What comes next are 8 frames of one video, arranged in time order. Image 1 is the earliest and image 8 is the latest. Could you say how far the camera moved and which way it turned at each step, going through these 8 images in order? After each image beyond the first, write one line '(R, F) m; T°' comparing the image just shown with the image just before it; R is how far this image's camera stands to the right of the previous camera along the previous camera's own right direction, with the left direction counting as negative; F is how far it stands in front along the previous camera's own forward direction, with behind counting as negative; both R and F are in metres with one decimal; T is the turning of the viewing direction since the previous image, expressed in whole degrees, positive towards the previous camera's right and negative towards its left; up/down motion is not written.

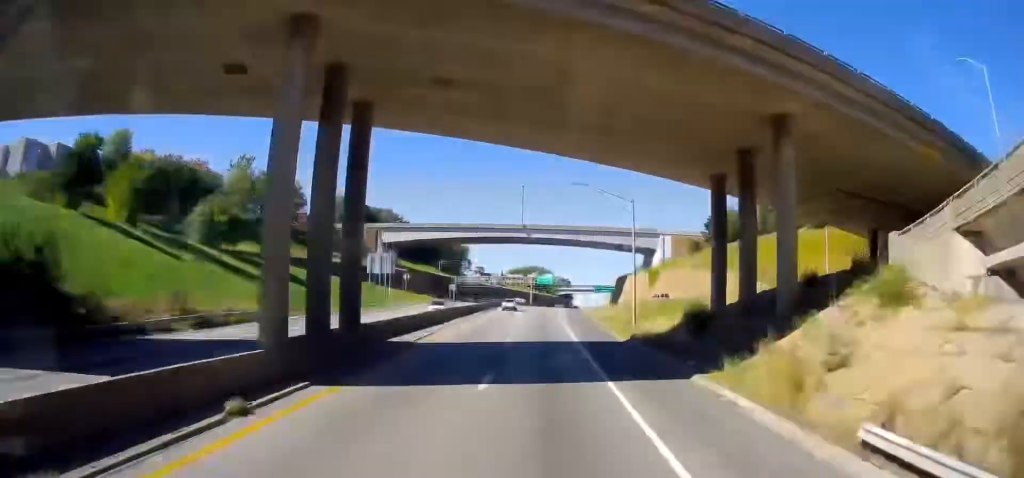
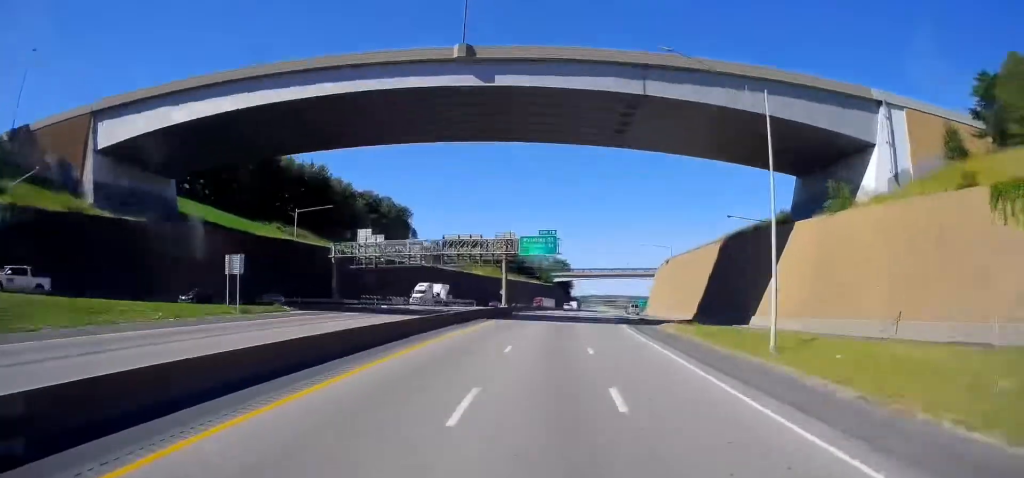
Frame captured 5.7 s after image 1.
(+2.2, +113.5) m; +3°
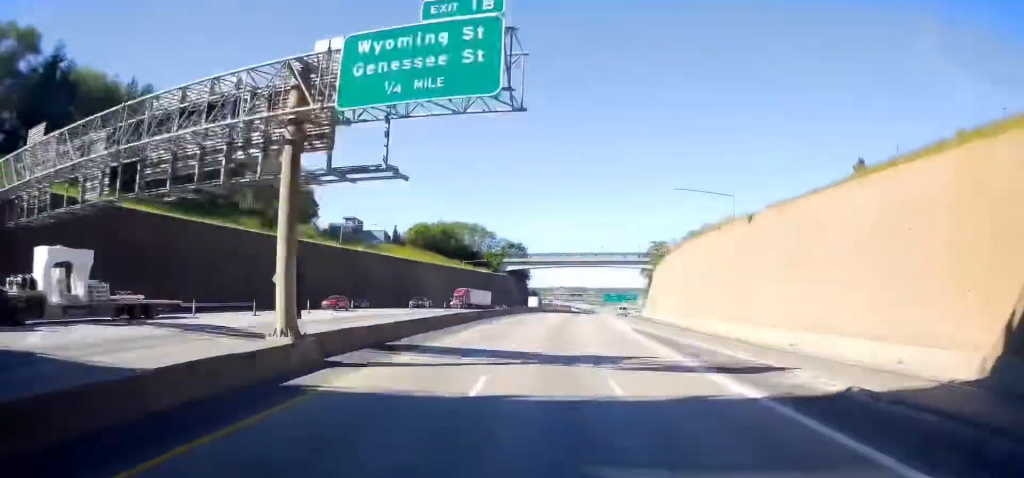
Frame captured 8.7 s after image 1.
(+1.5, +60.1) m; +4°
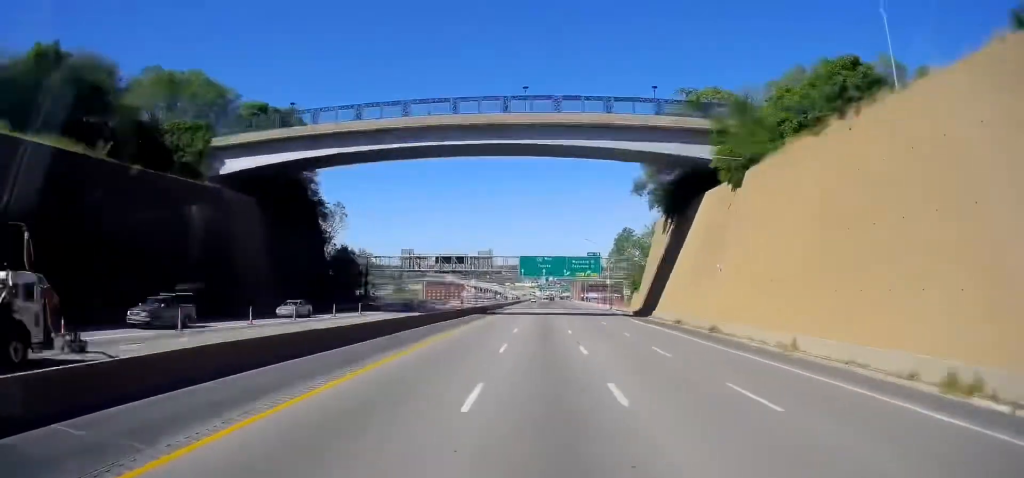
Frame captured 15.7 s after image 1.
(+14.0, +151.0) m; +9°
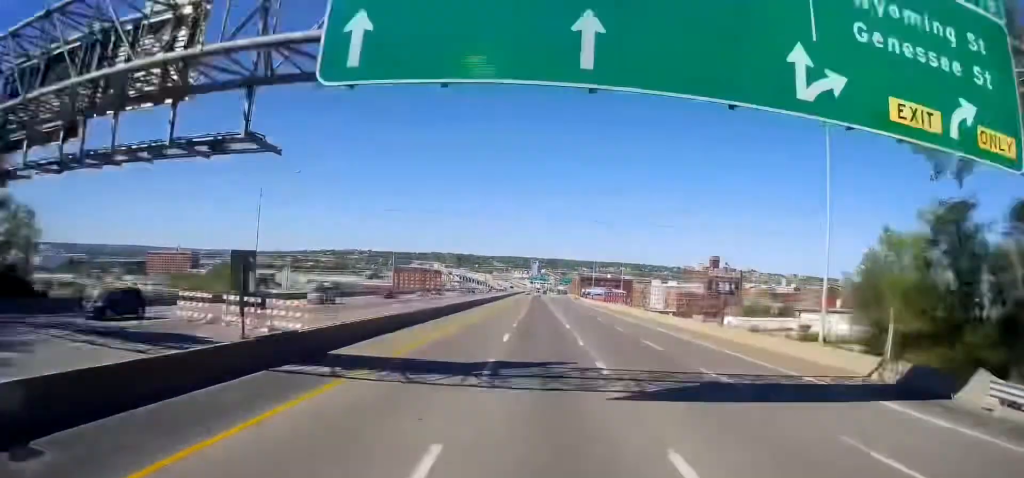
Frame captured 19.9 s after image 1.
(+2.2, +95.5) m; +1°
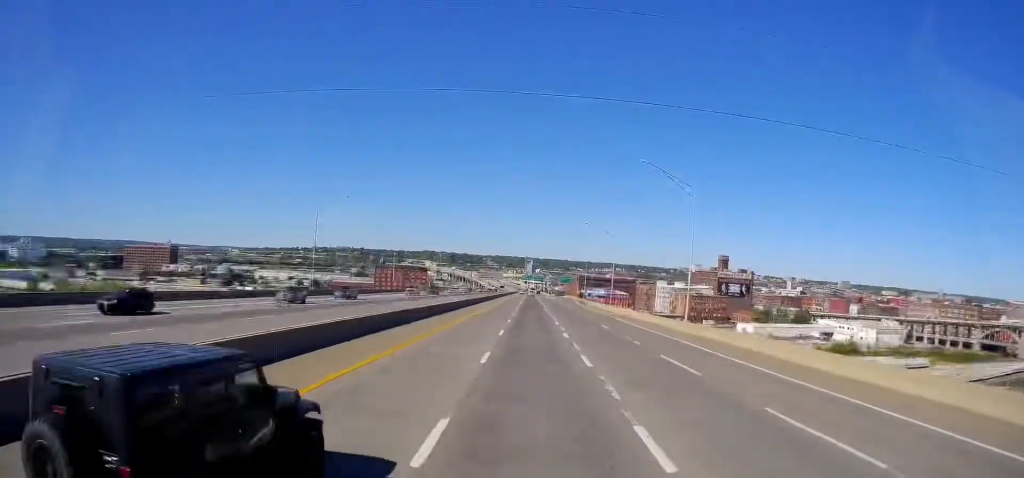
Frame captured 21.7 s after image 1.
(-0.1, +44.7) m; 0°
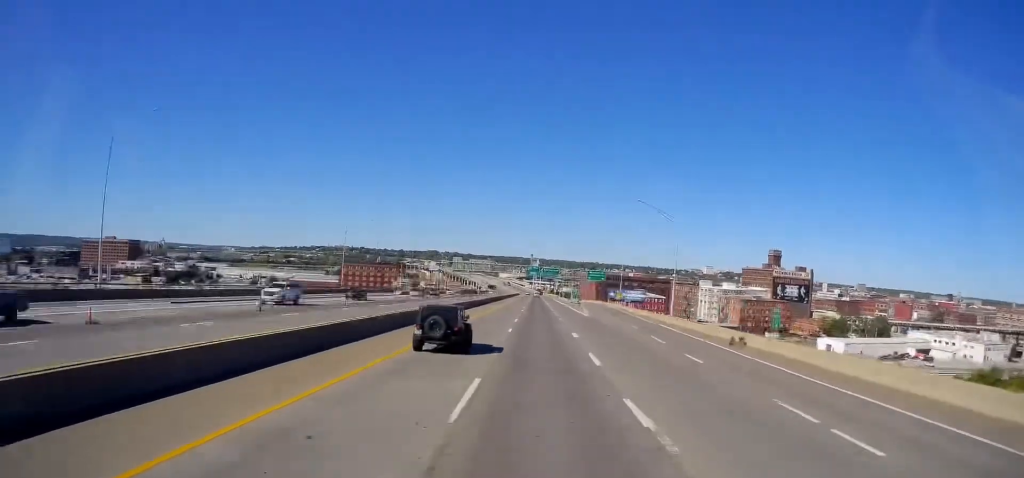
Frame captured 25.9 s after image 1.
(+0.7, +103.3) m; 0°
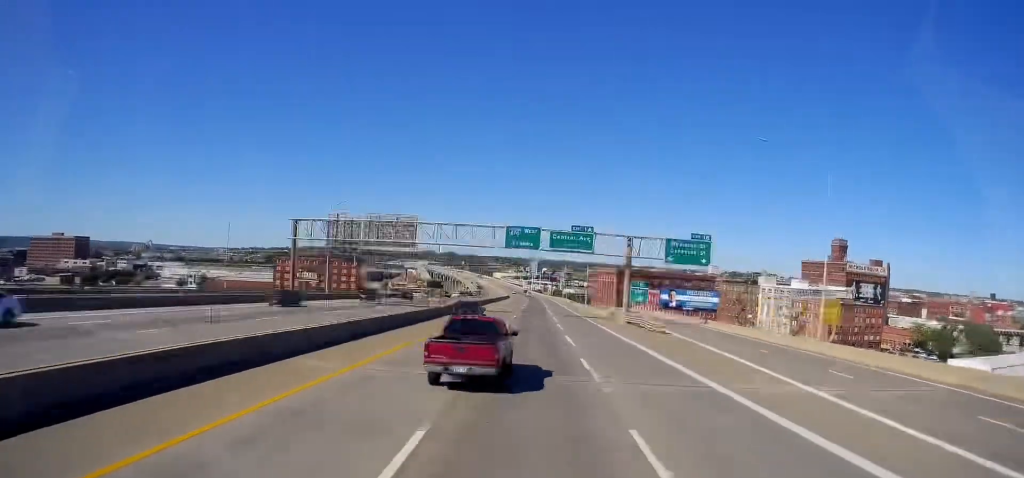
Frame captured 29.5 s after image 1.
(-0.5, +94.0) m; 0°
